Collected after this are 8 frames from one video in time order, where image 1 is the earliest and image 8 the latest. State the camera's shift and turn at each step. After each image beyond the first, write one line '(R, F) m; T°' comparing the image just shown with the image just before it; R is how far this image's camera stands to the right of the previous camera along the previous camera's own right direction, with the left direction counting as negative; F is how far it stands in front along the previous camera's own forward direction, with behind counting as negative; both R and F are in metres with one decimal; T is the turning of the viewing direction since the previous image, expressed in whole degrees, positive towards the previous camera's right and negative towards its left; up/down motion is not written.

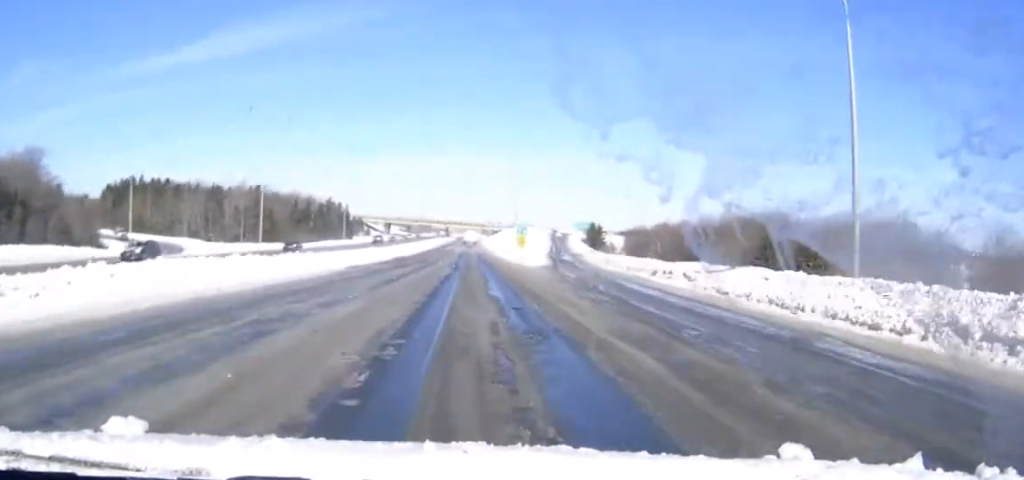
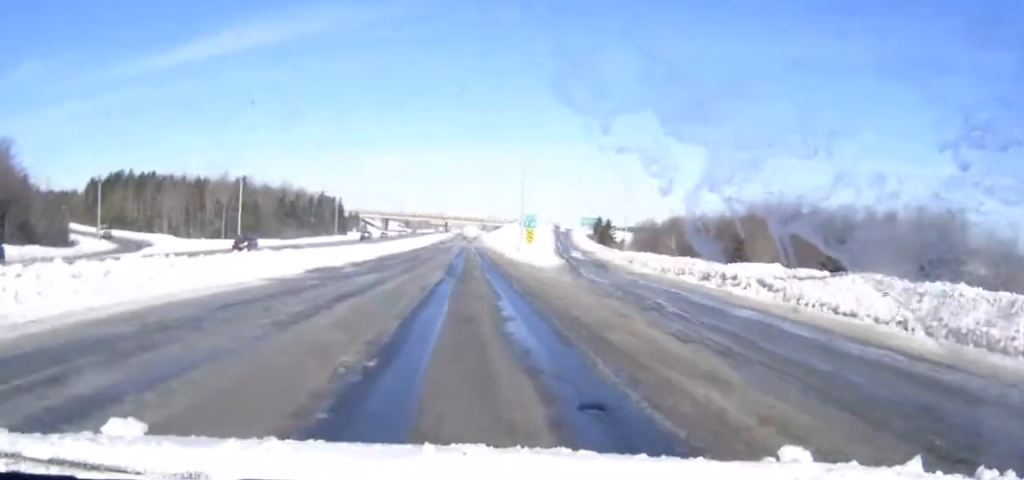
(0.0, +10.8) m; 0°
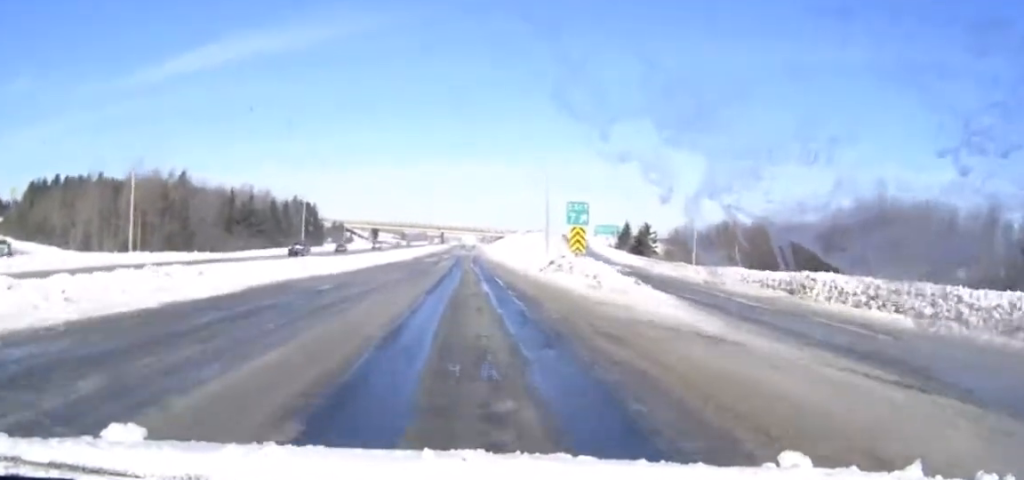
(0.0, +33.9) m; 0°
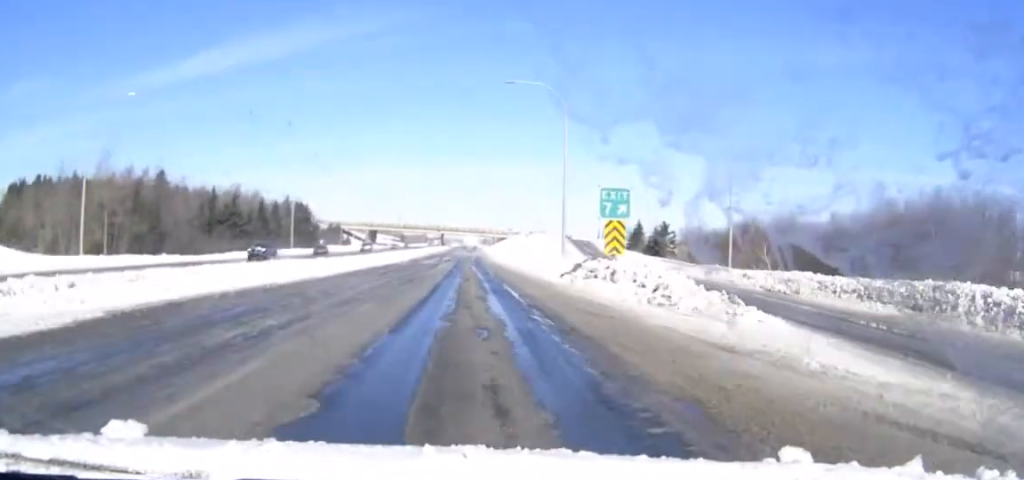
(0.0, +9.9) m; 0°
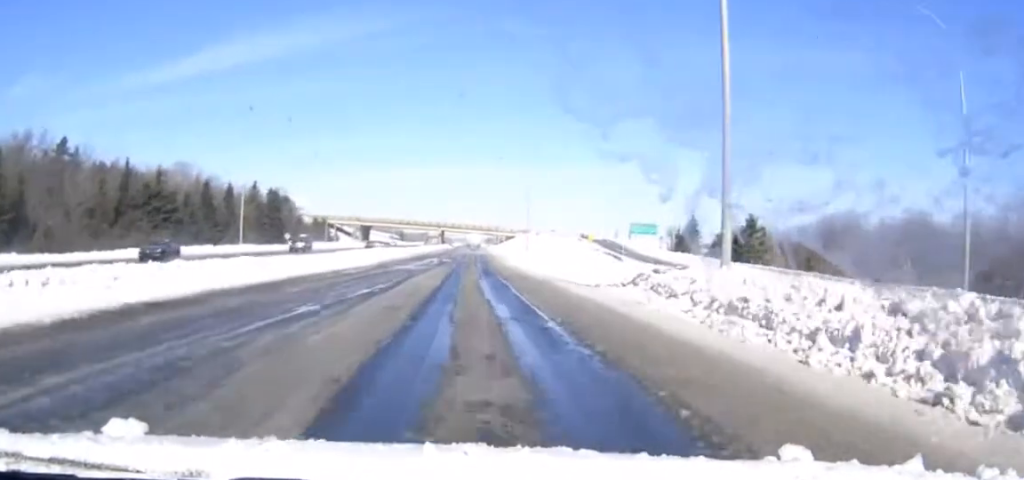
(-0.1, +32.1) m; 0°
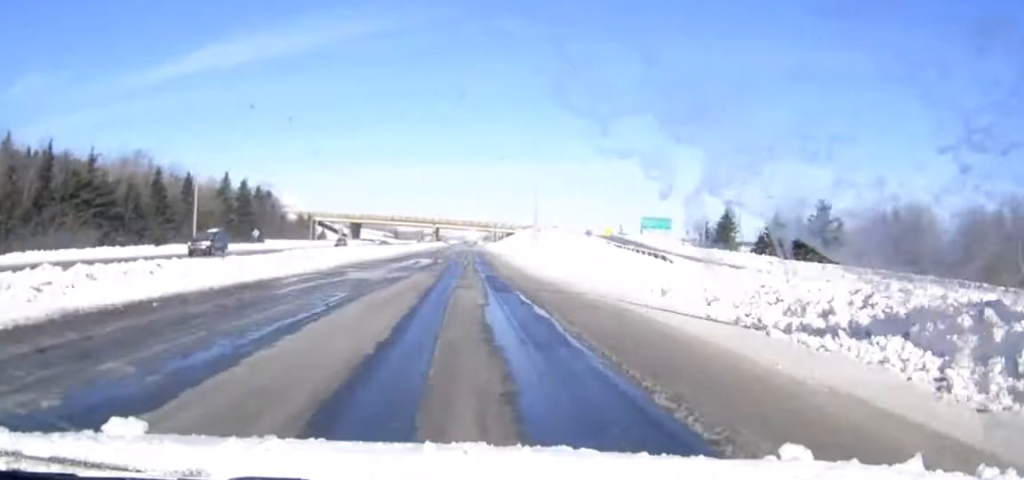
(0.0, +16.6) m; 0°
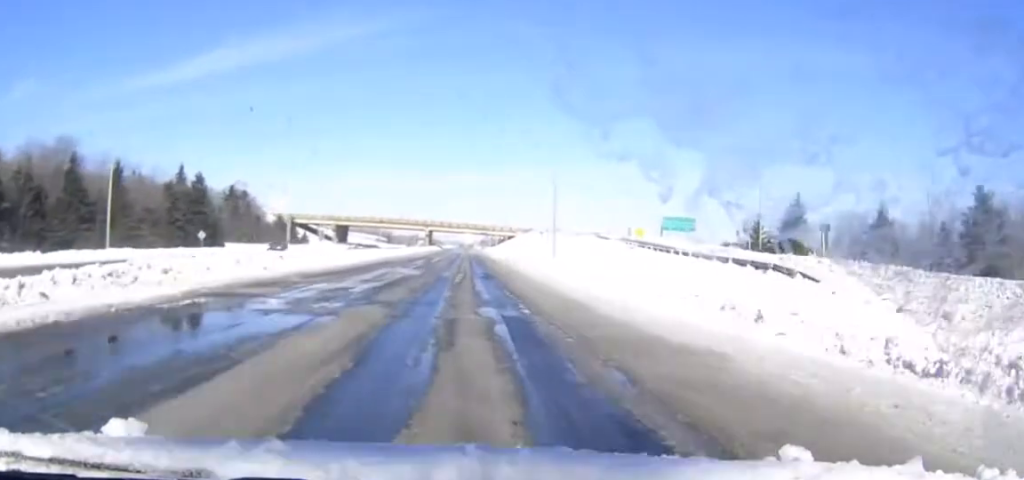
(0.0, +21.0) m; 0°
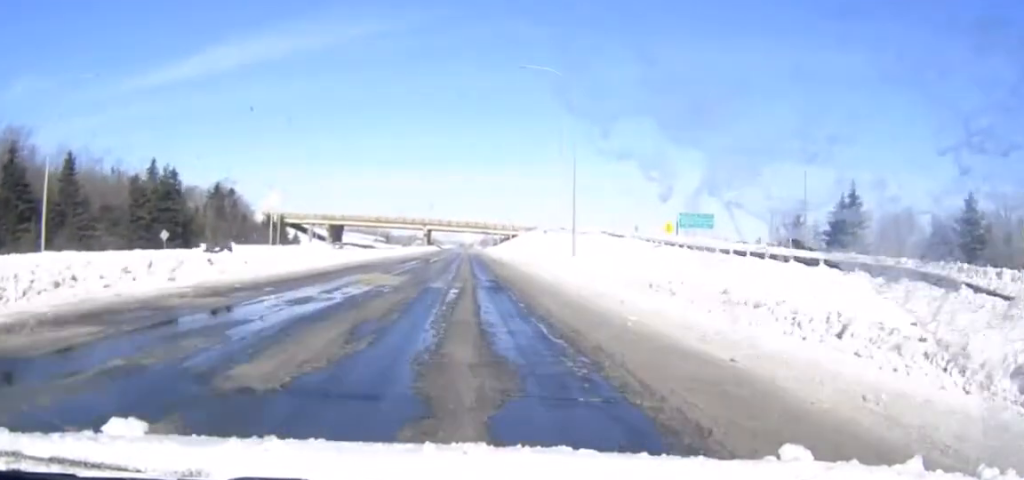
(+0.1, +11.2) m; 0°
